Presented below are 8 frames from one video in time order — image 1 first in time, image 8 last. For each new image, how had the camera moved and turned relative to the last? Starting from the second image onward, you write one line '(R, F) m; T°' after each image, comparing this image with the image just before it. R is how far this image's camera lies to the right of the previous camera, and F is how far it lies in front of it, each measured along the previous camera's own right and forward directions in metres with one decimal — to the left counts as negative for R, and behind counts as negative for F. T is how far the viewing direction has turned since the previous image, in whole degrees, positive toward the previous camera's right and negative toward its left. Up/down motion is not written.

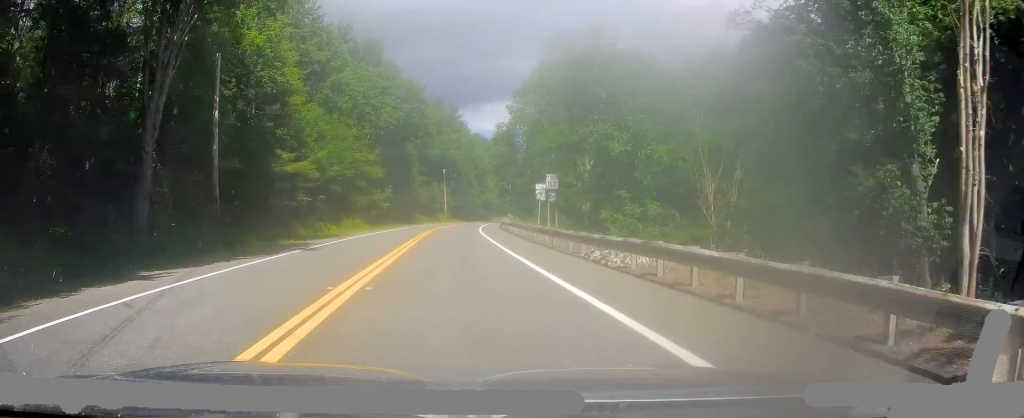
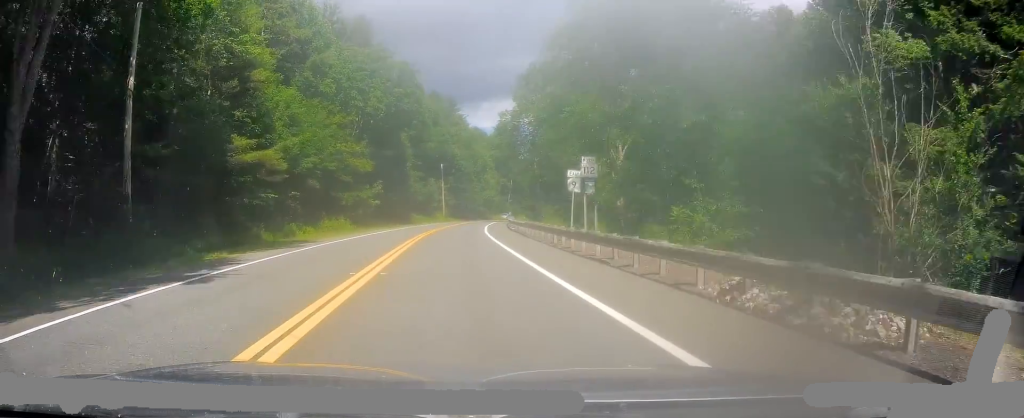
(+0.1, +10.6) m; 0°
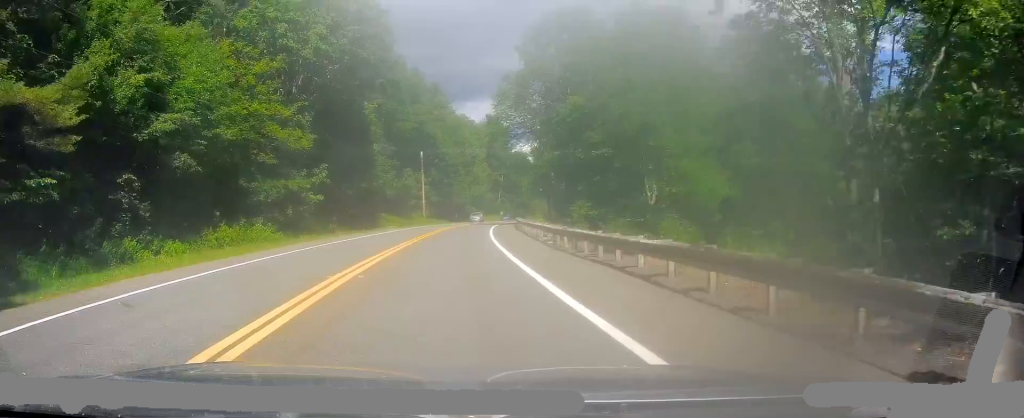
(-0.1, +24.5) m; +1°
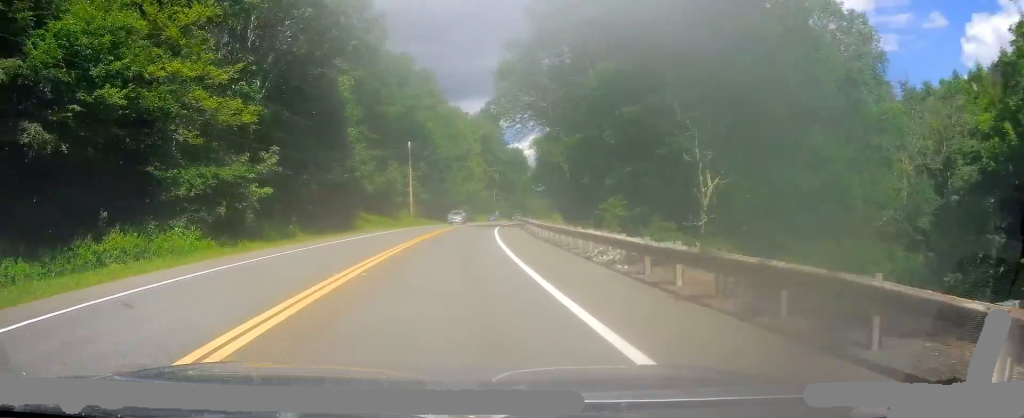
(+0.1, +11.9) m; +1°
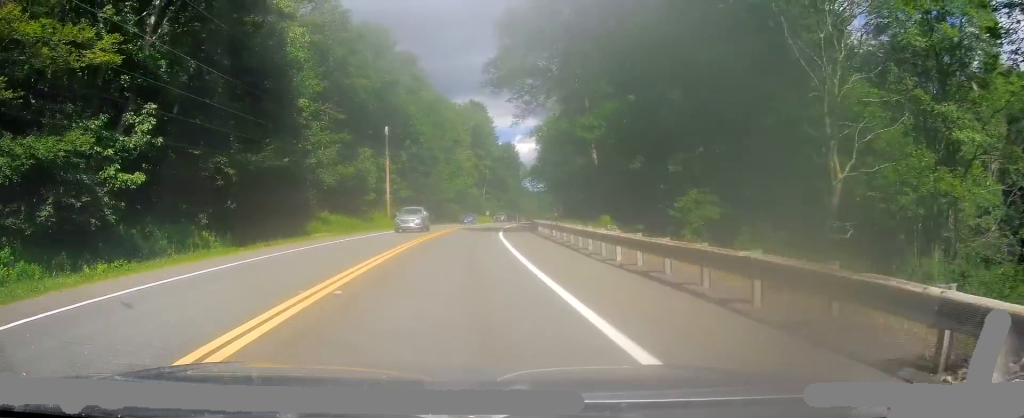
(0.0, +14.4) m; +1°
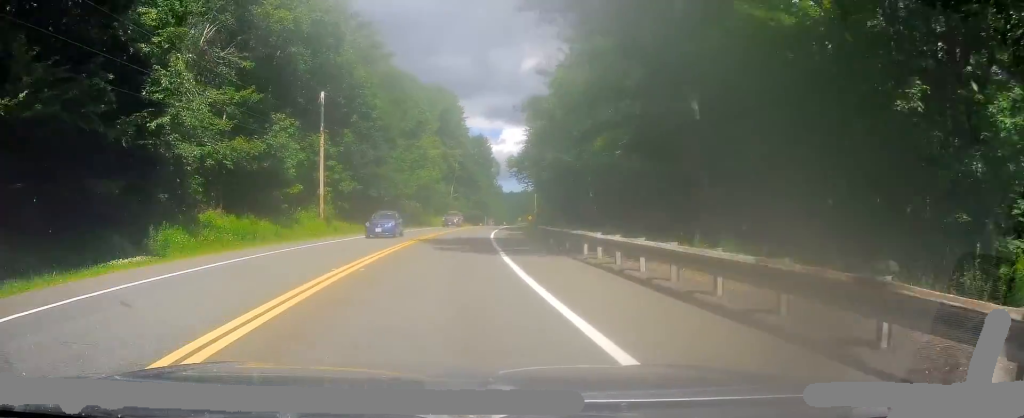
(+0.5, +20.1) m; +3°
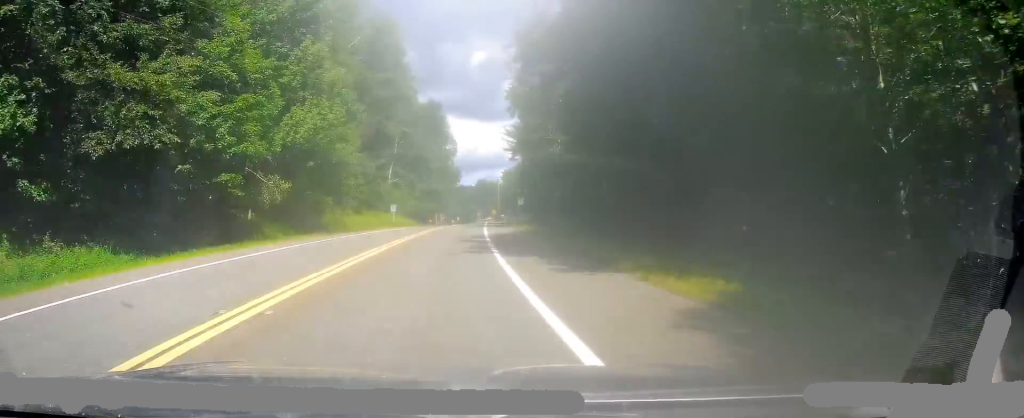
(+1.5, +41.4) m; +5°
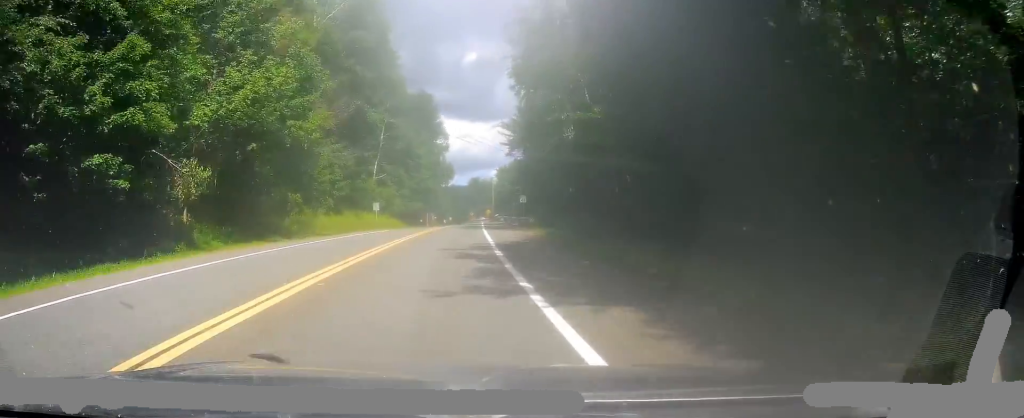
(+0.5, +9.1) m; +1°
